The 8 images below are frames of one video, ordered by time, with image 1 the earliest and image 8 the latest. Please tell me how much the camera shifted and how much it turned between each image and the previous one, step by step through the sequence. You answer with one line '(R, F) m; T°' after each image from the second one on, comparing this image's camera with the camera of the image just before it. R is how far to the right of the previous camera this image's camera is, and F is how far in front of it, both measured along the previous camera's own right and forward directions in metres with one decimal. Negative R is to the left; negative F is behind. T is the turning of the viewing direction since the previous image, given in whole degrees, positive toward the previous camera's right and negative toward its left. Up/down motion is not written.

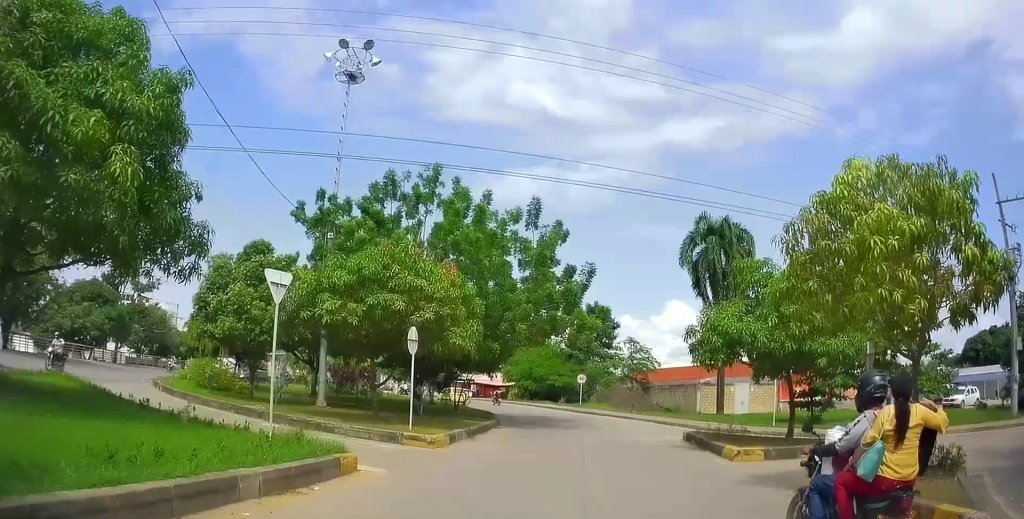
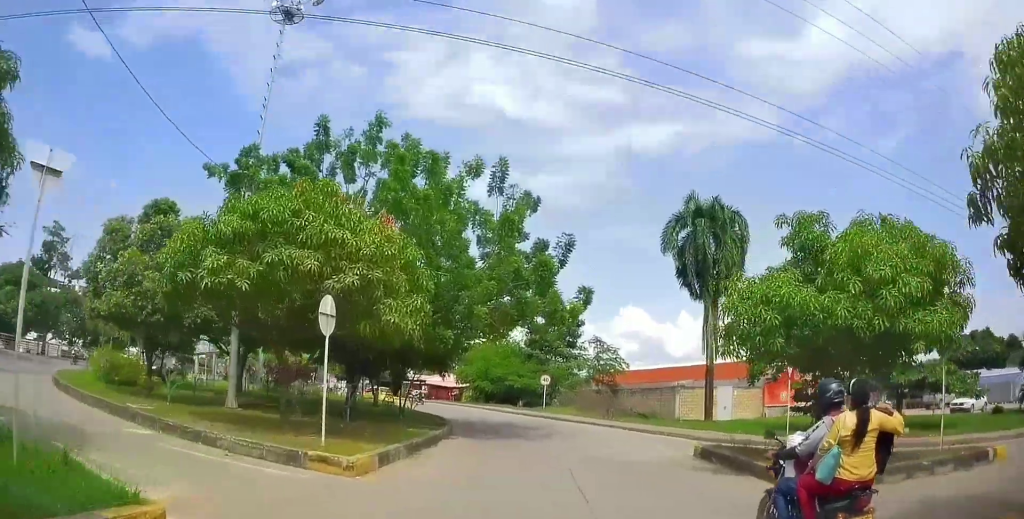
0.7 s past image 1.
(-0.1, +5.3) m; +6°
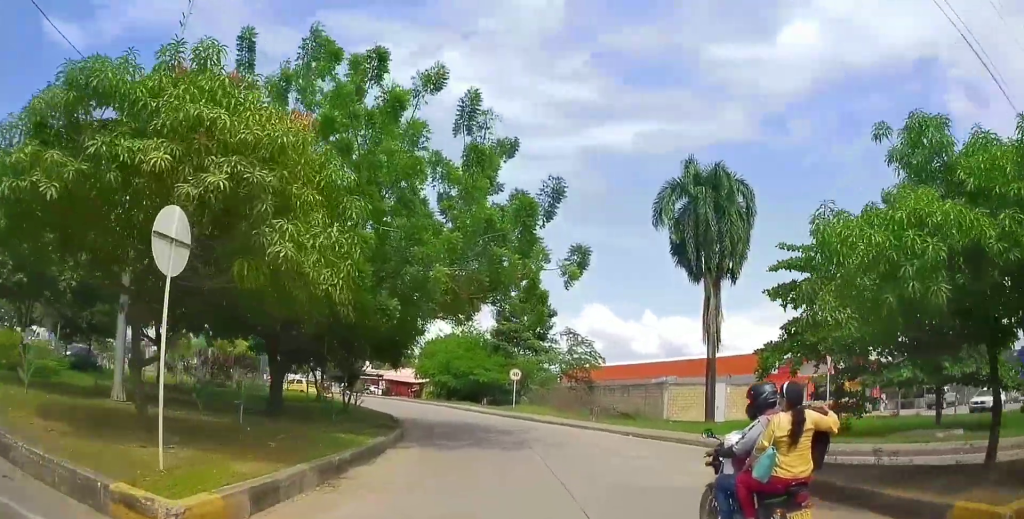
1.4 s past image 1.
(+0.6, +5.2) m; +3°
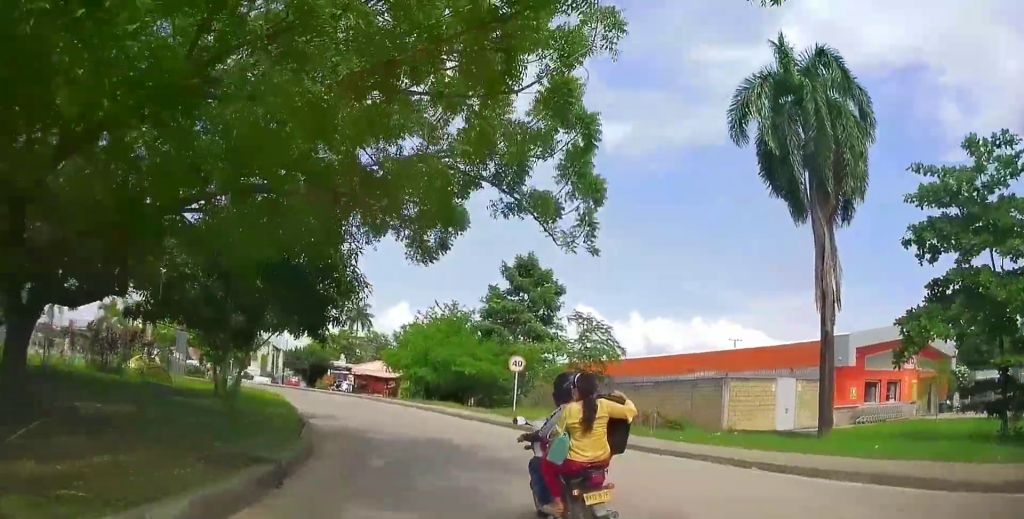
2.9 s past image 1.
(-0.2, +10.9) m; -6°
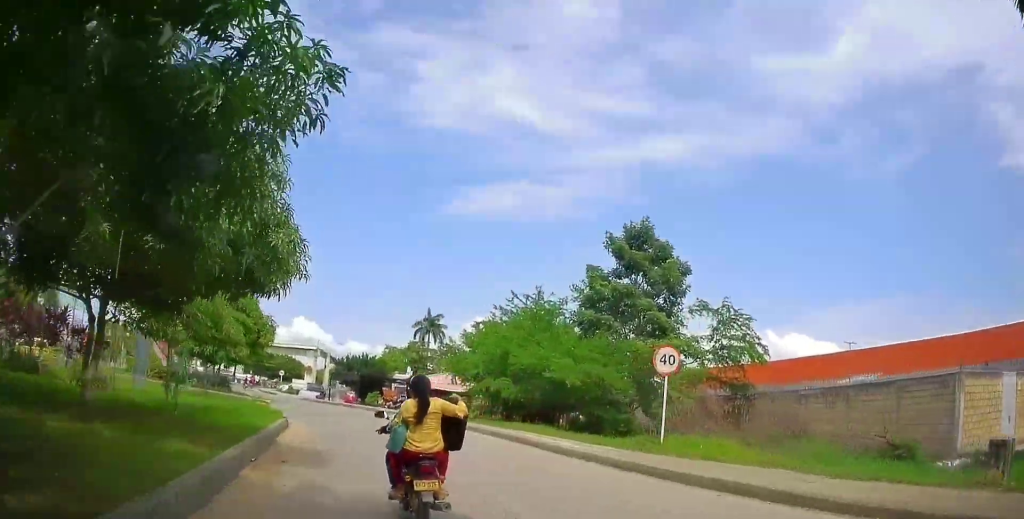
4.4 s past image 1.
(-0.5, +10.5) m; -7°
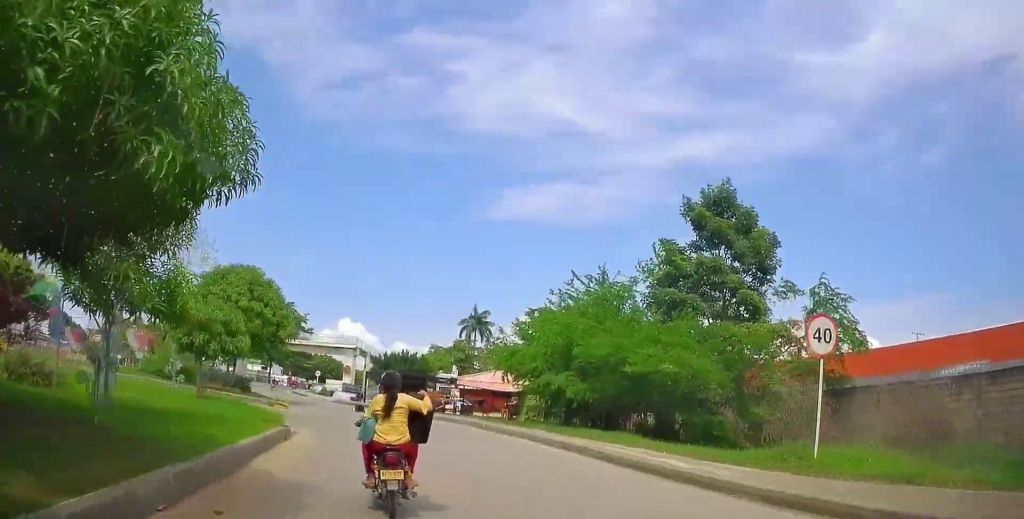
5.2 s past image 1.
(-0.1, +4.3) m; -6°
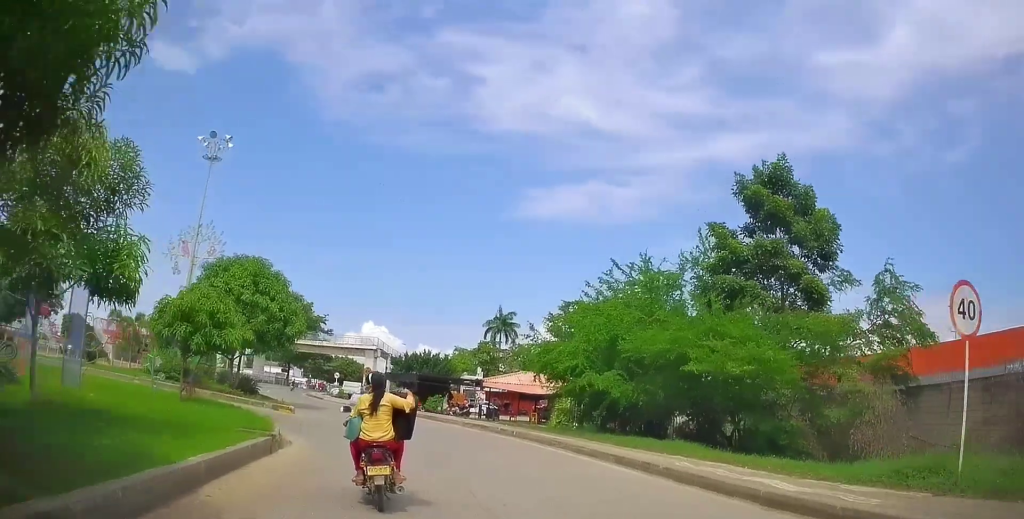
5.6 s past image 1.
(+0.1, +2.6) m; -5°
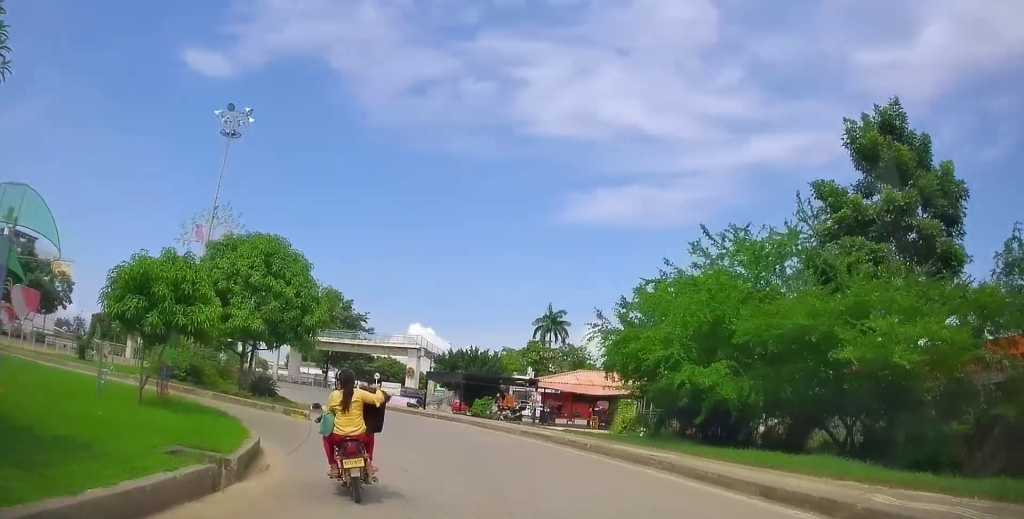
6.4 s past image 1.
(-0.5, +4.1) m; -11°
